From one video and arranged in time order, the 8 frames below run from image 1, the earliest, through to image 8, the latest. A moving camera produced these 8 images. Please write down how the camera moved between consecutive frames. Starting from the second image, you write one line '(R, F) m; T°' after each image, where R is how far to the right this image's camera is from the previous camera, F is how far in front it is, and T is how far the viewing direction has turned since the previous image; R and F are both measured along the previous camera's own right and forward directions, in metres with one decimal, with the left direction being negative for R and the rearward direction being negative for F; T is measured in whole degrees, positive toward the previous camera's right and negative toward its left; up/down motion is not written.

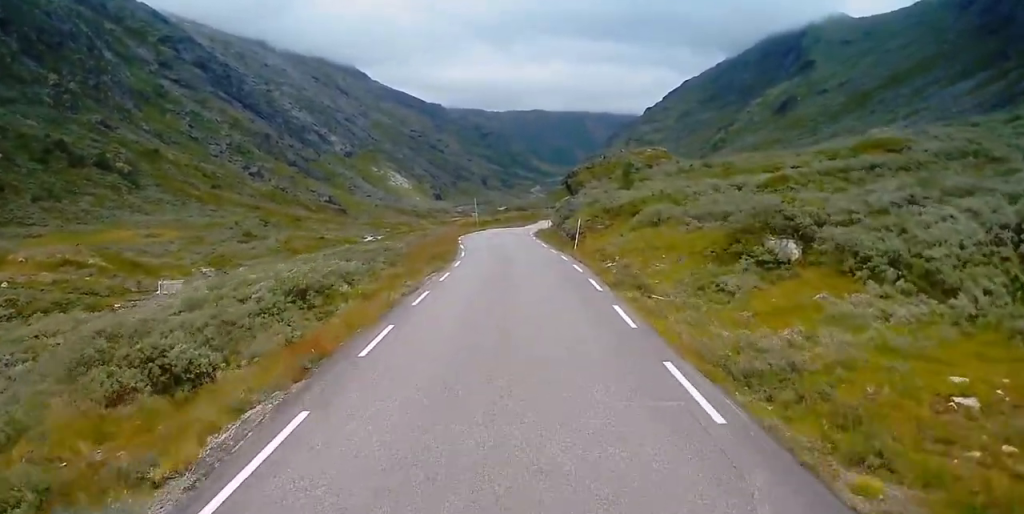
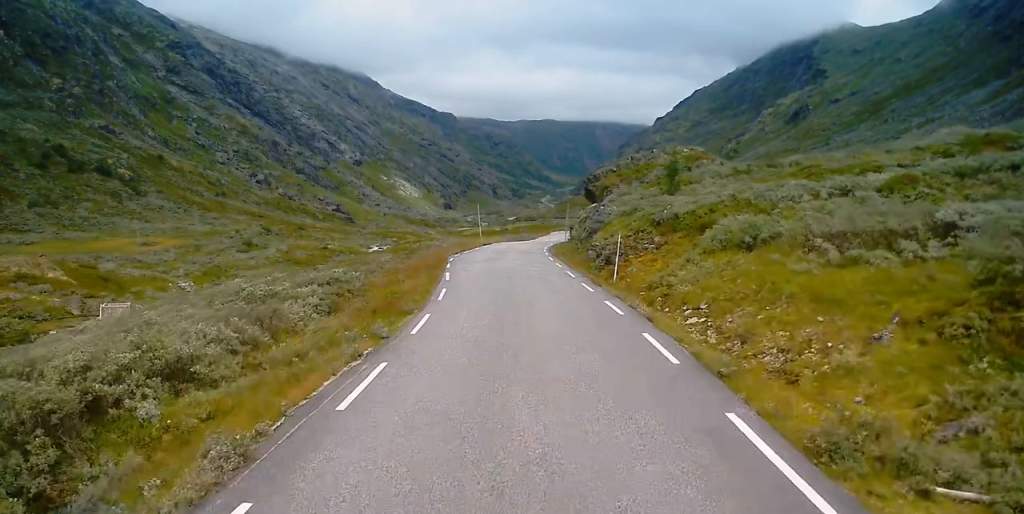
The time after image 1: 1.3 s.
(-0.2, +14.0) m; -1°
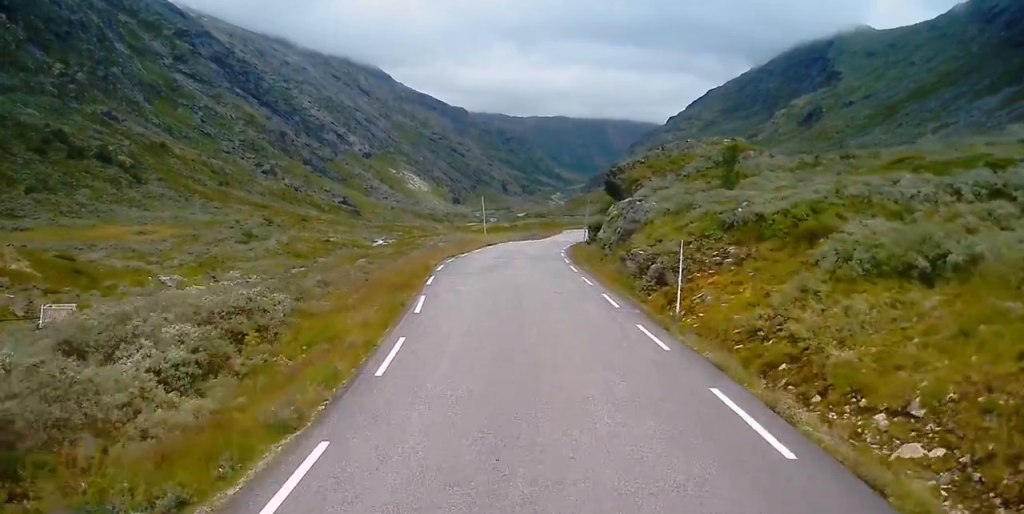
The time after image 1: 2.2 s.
(0.0, +10.4) m; 0°
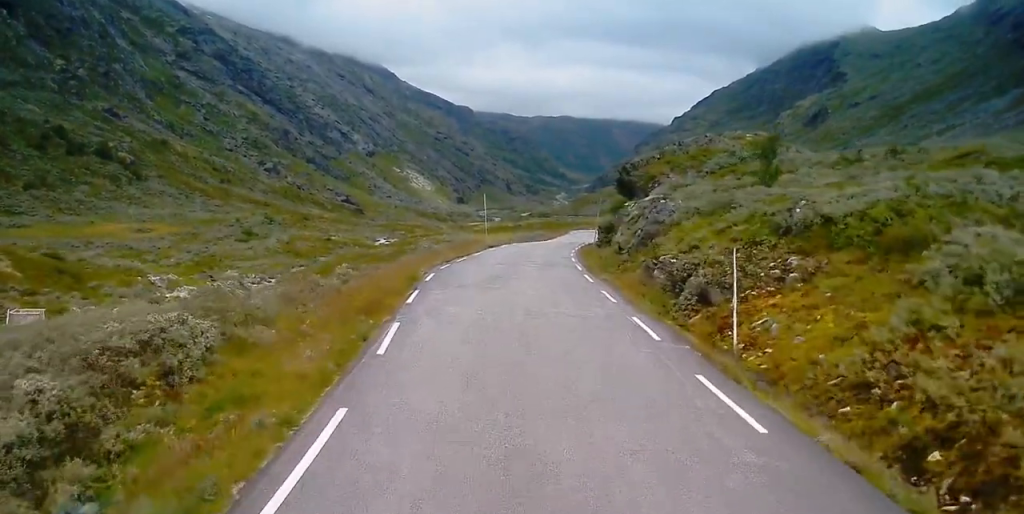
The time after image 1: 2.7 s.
(0.0, +4.9) m; 0°
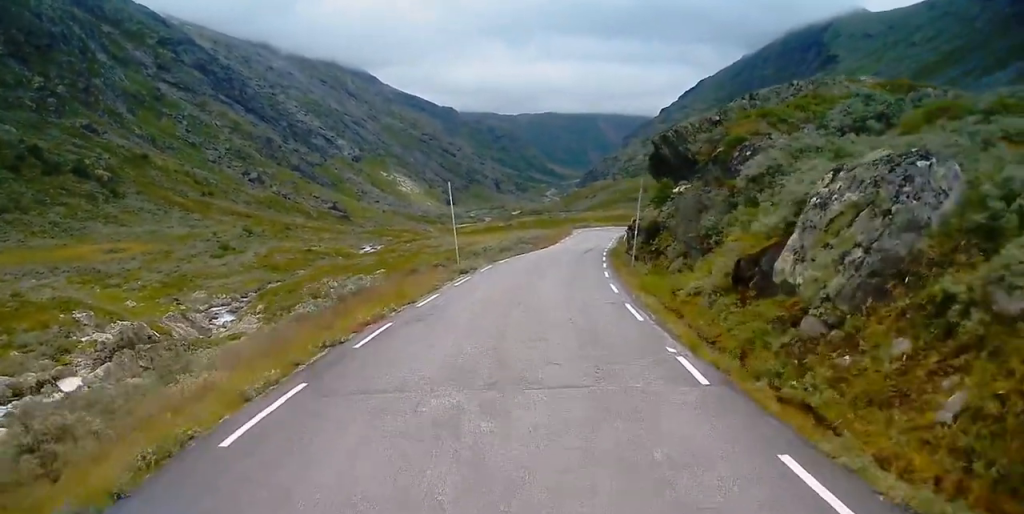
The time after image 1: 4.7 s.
(+0.3, +21.5) m; +2°
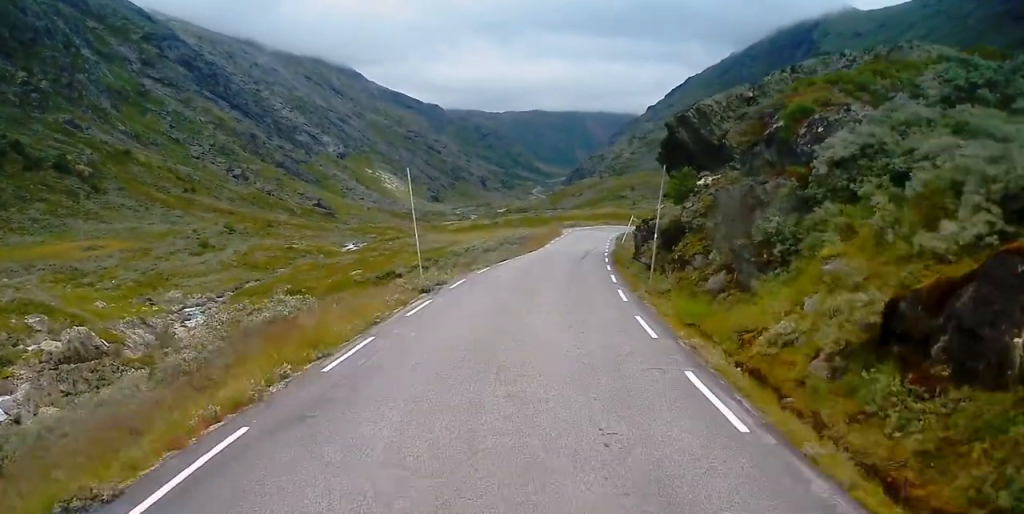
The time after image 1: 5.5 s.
(+0.1, +8.2) m; +1°
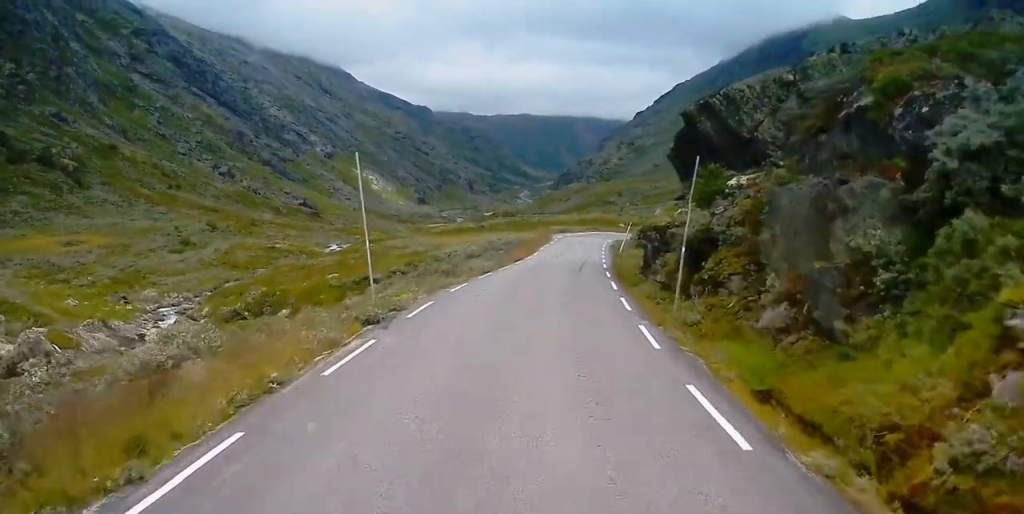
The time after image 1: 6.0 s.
(0.0, +6.2) m; +1°
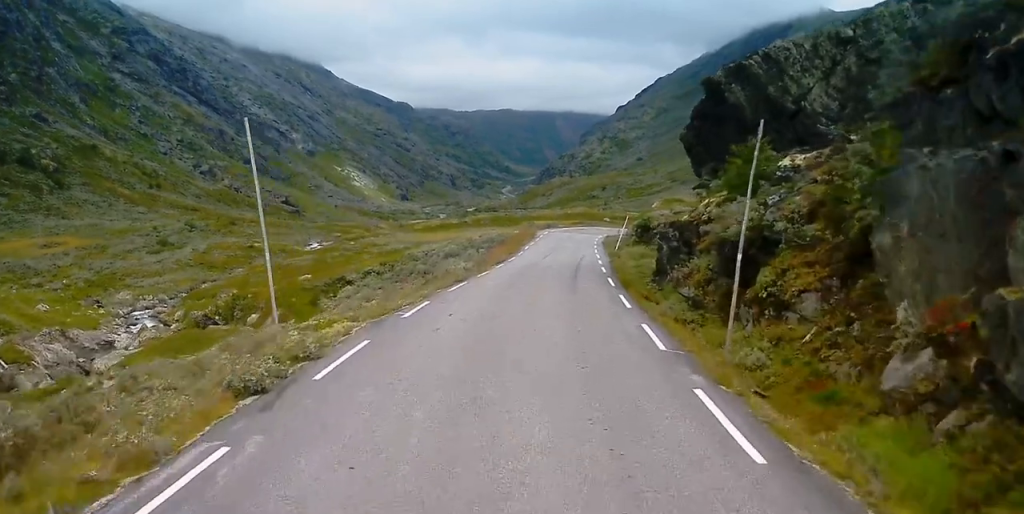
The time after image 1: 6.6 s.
(-0.1, +6.4) m; +2°
